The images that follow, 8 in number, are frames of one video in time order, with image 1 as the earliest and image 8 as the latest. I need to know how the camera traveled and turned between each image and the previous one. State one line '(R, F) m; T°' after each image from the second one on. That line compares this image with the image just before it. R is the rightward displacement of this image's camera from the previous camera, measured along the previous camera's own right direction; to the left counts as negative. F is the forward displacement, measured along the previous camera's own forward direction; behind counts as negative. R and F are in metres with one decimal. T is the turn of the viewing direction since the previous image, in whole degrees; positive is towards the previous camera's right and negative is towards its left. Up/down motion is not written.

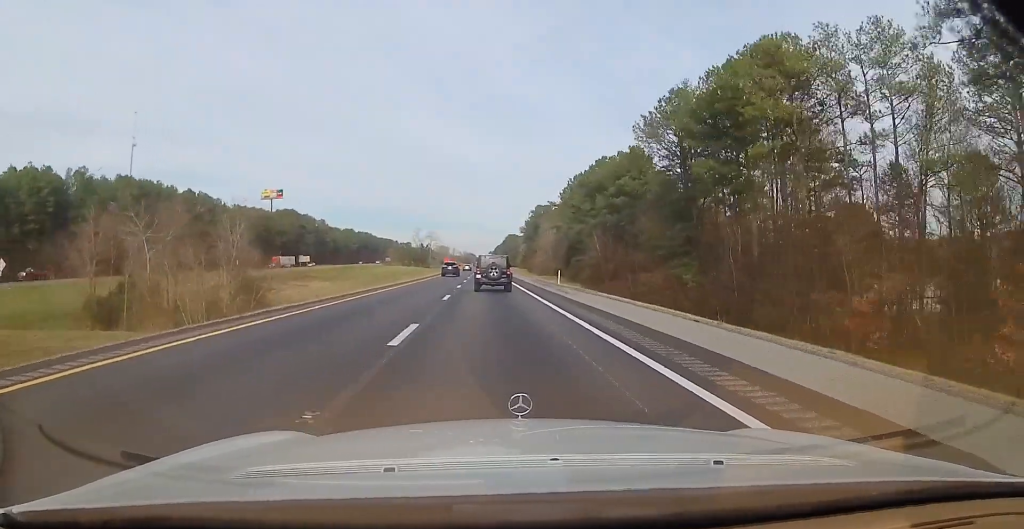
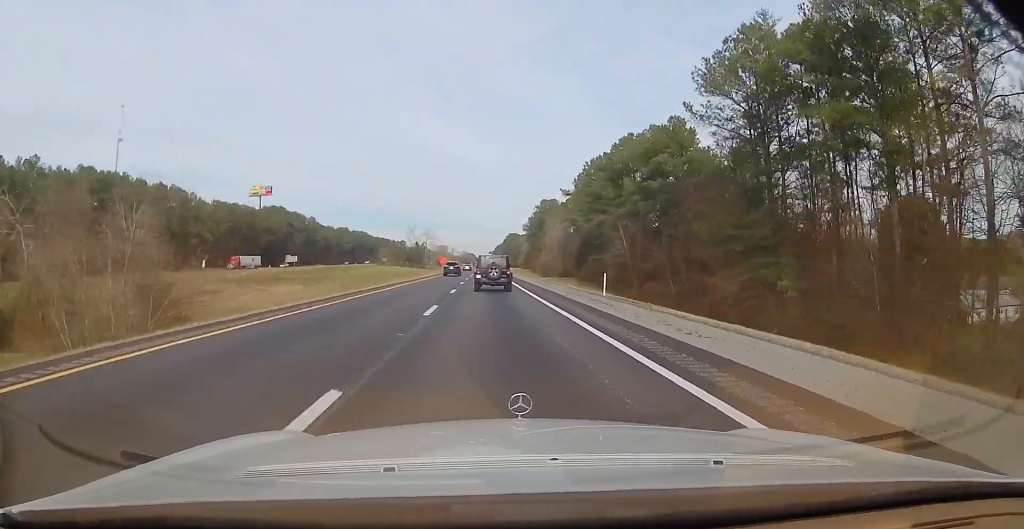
(0.0, +18.7) m; 0°
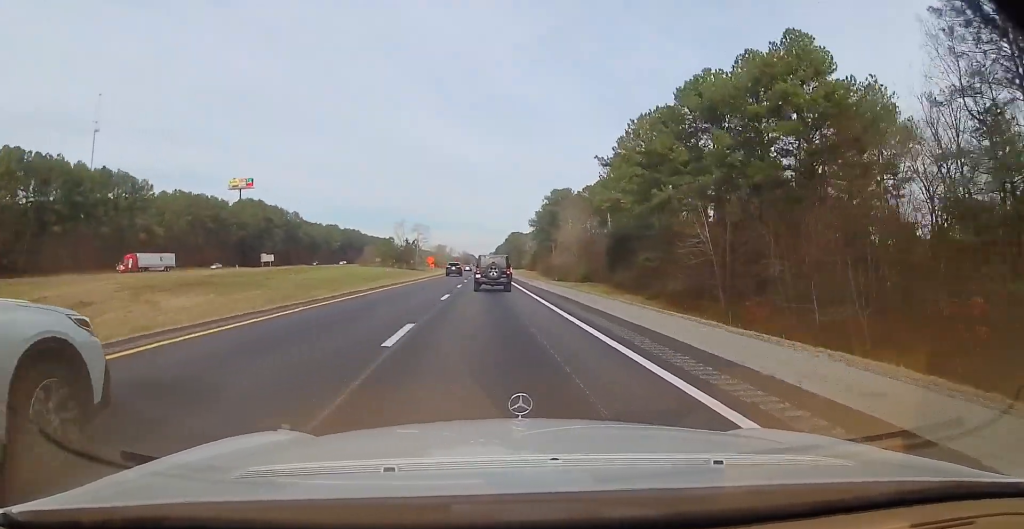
(+0.1, +29.9) m; 0°
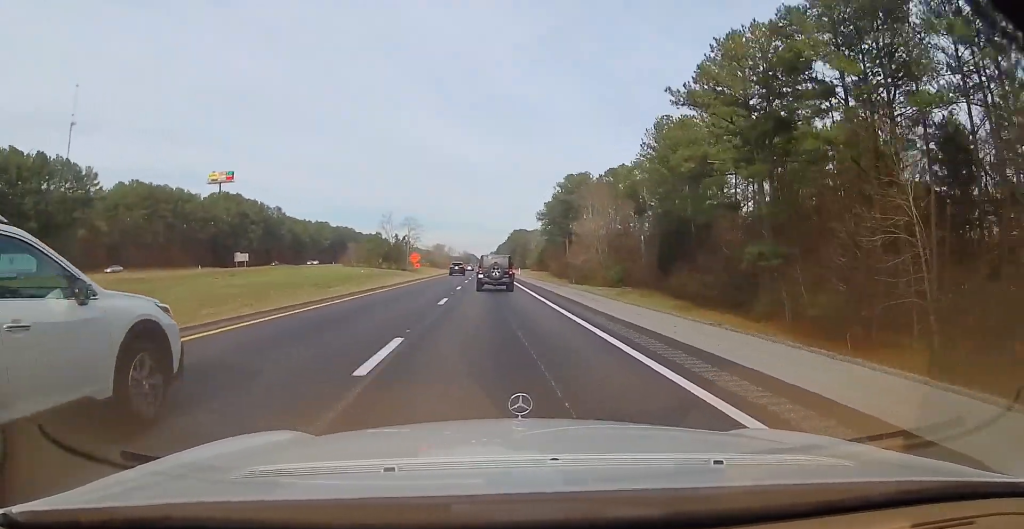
(0.0, +26.7) m; 0°
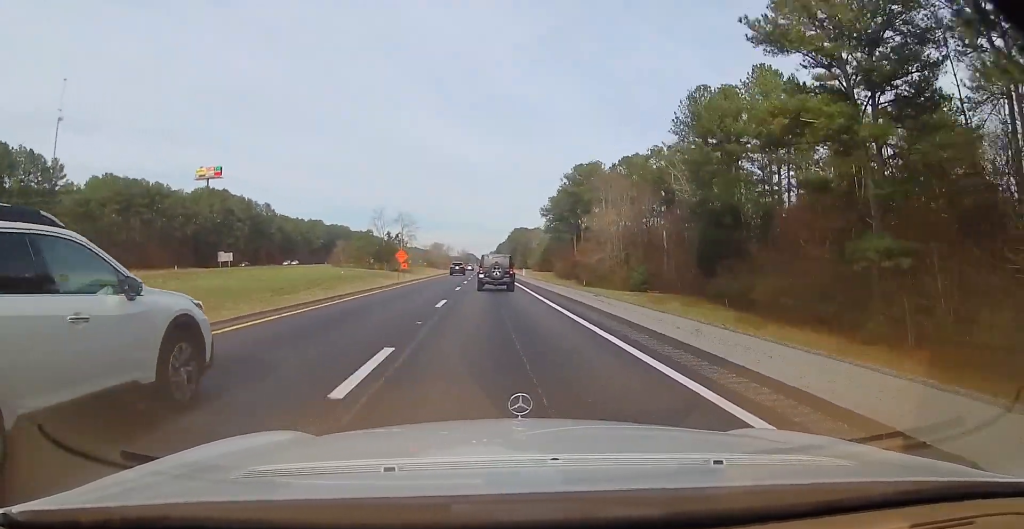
(+0.1, +13.3) m; 0°
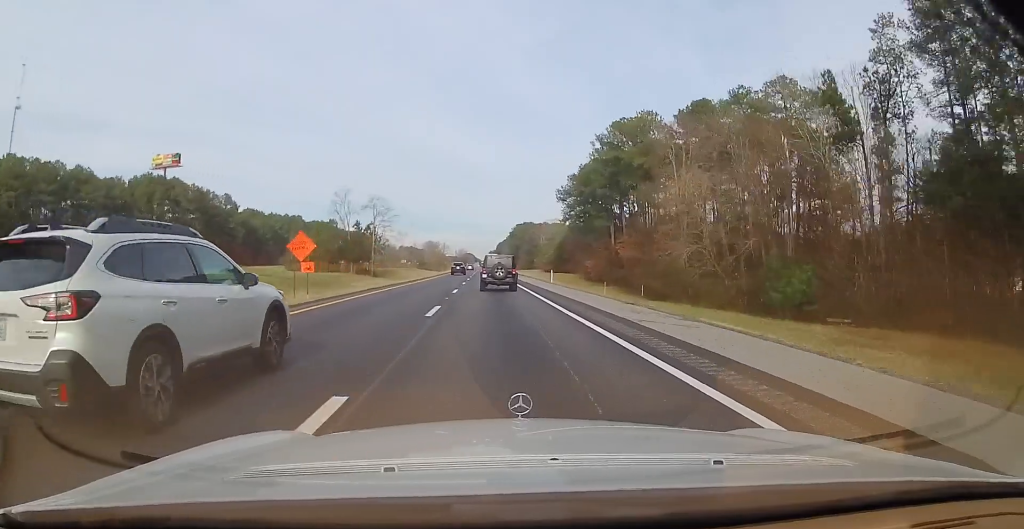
(-0.3, +39.8) m; 0°
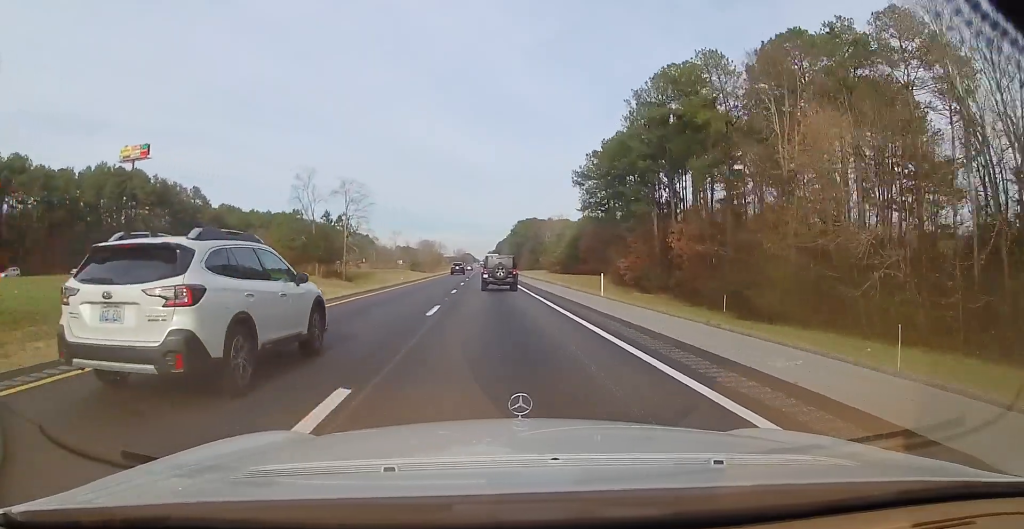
(0.0, +24.1) m; 0°
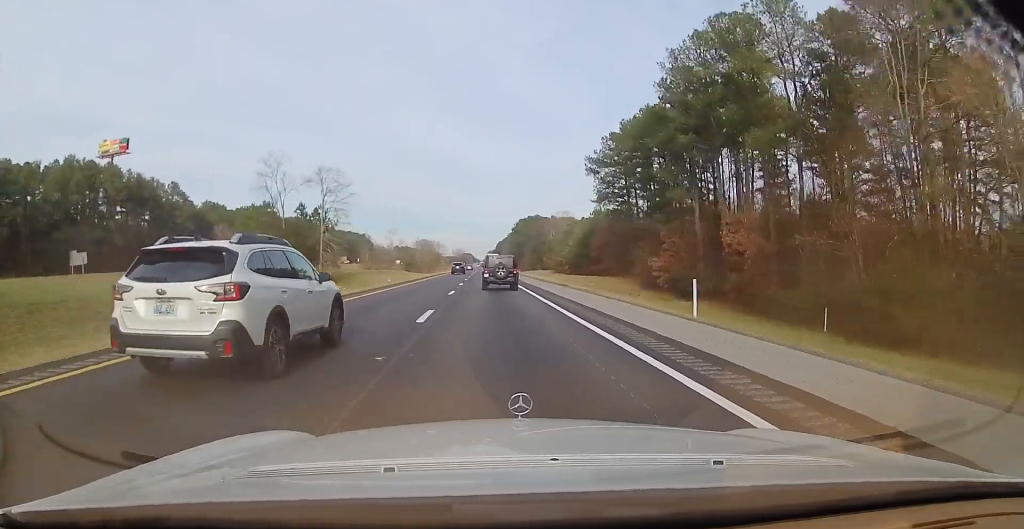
(+0.2, +14.2) m; 0°
